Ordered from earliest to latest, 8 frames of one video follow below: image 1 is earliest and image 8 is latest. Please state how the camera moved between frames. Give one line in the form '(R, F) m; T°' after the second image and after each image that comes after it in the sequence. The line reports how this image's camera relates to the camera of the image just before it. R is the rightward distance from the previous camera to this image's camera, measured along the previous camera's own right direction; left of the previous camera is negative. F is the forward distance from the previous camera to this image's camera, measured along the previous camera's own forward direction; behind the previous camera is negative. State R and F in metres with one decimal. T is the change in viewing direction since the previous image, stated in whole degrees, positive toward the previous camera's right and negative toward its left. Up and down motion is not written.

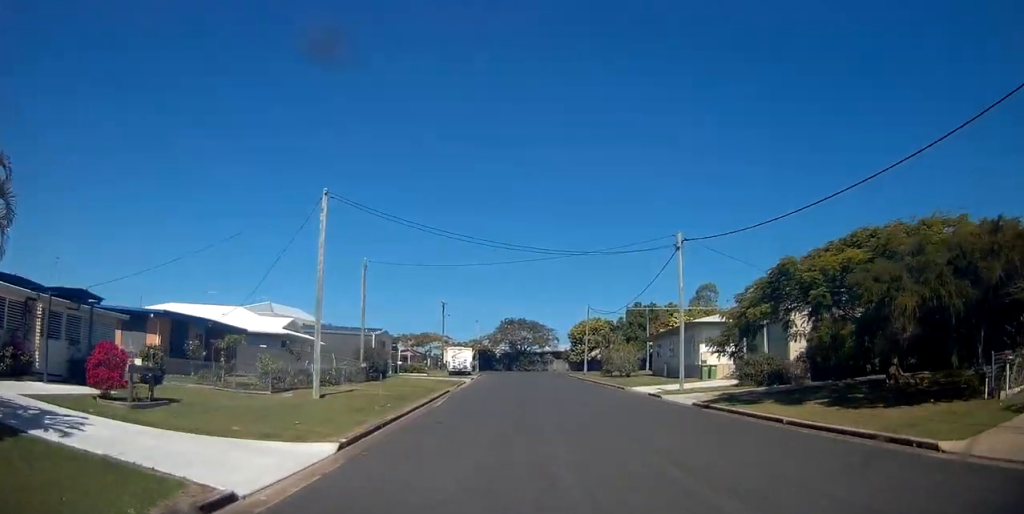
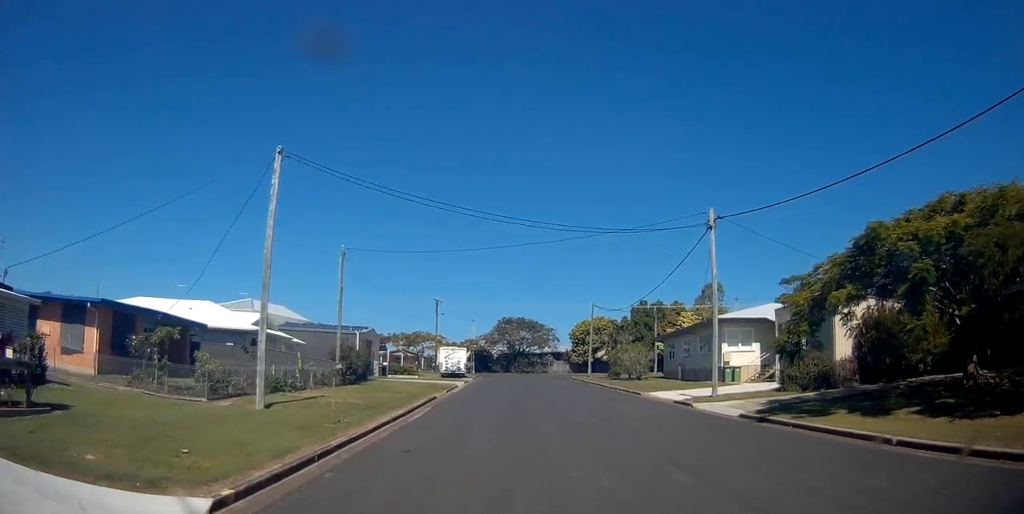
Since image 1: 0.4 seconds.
(-0.1, +5.0) m; 0°
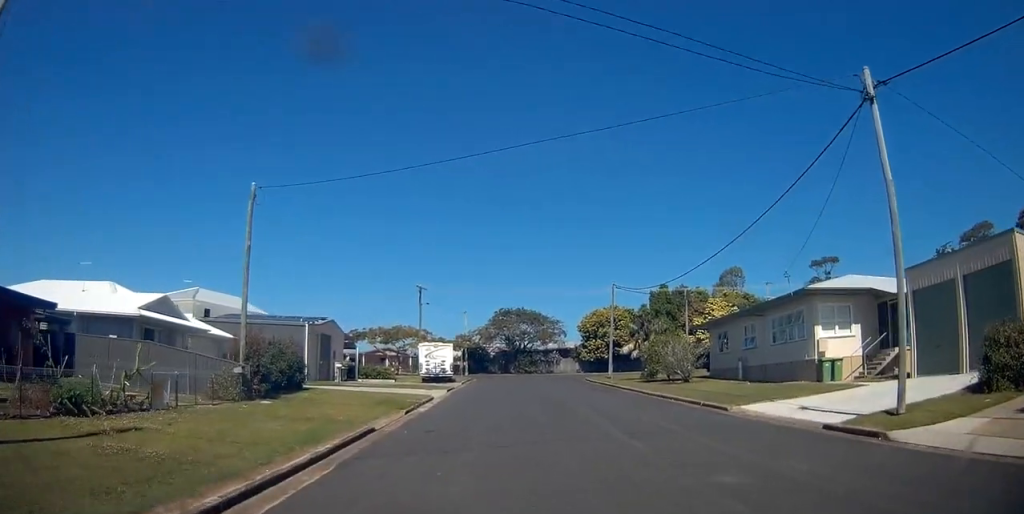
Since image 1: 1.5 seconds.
(-0.3, +12.3) m; 0°
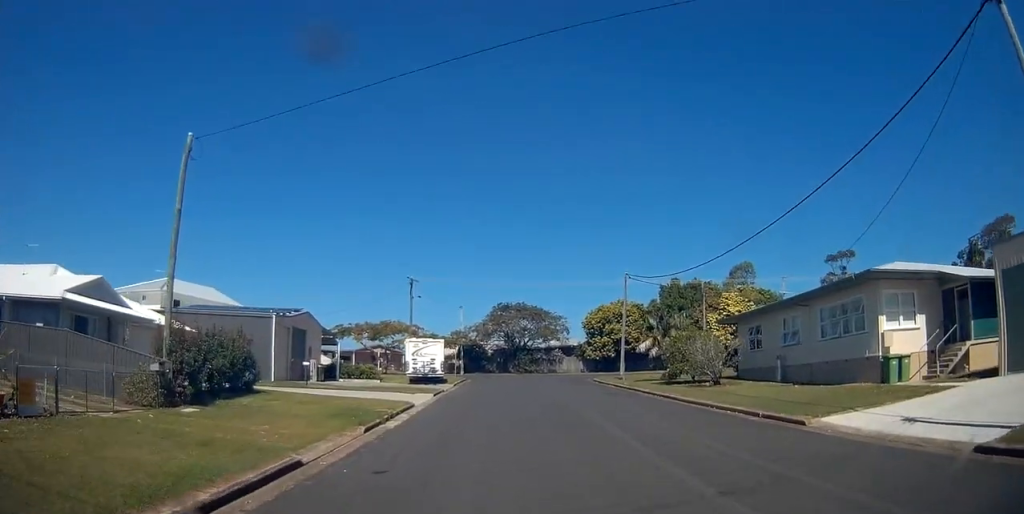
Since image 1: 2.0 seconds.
(+0.1, +5.2) m; +1°
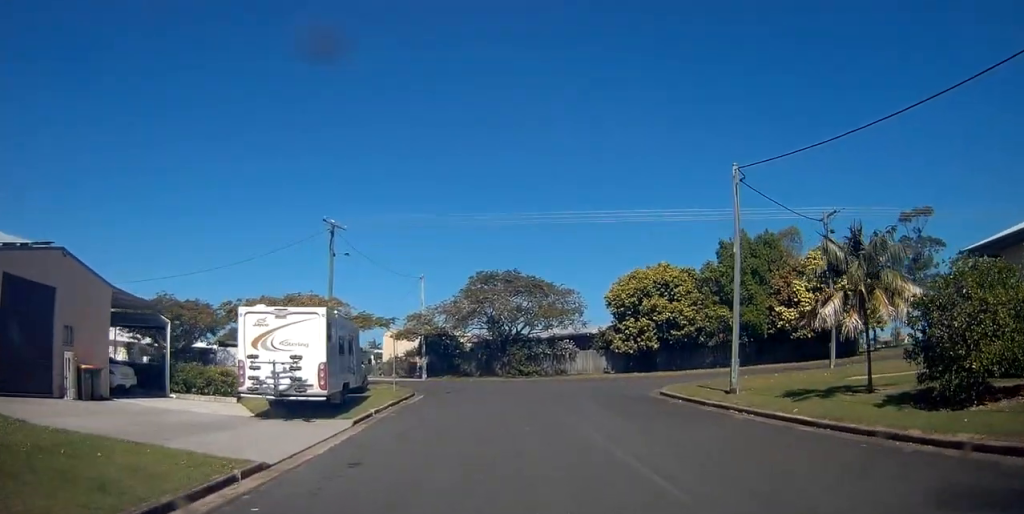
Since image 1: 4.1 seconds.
(-0.5, +22.1) m; -1°
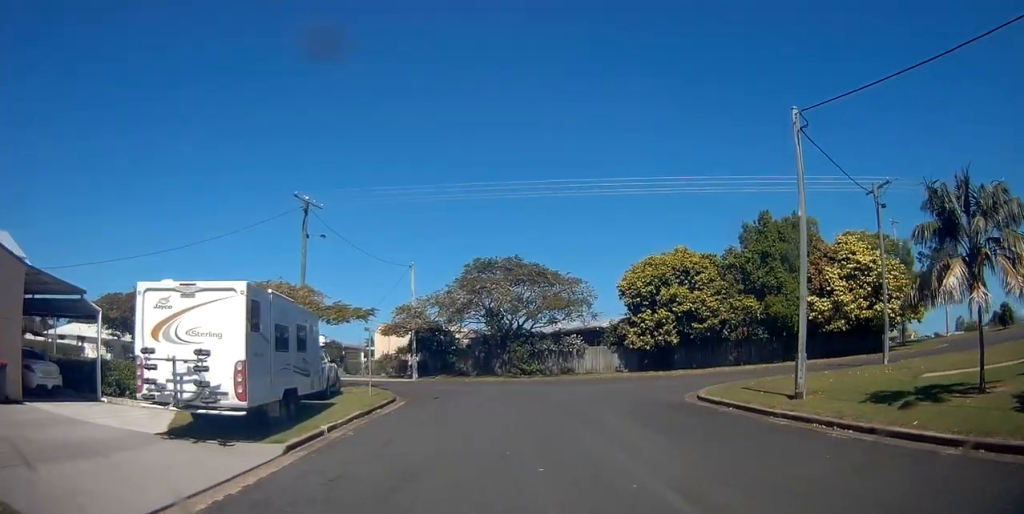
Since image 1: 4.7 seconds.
(+0.2, +4.4) m; 0°
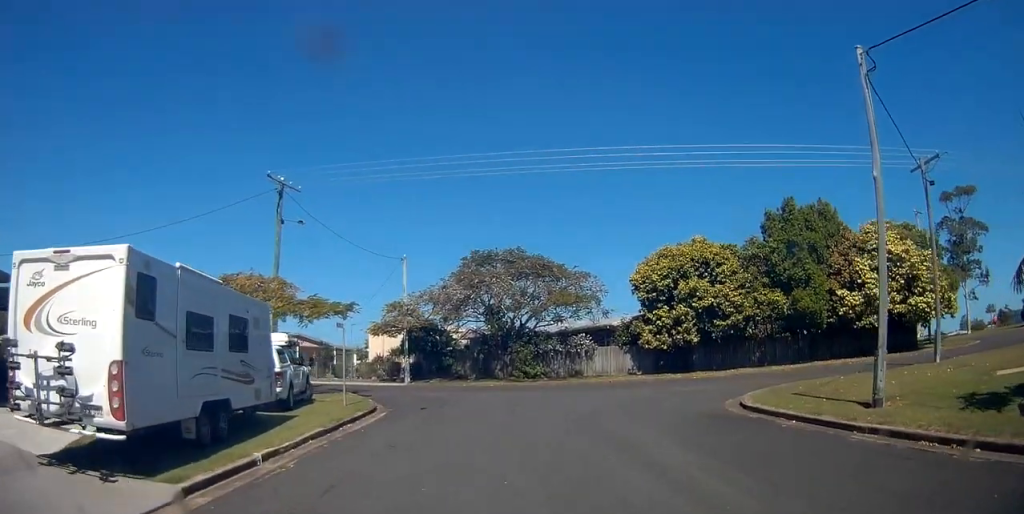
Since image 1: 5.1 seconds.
(+0.2, +3.7) m; 0°
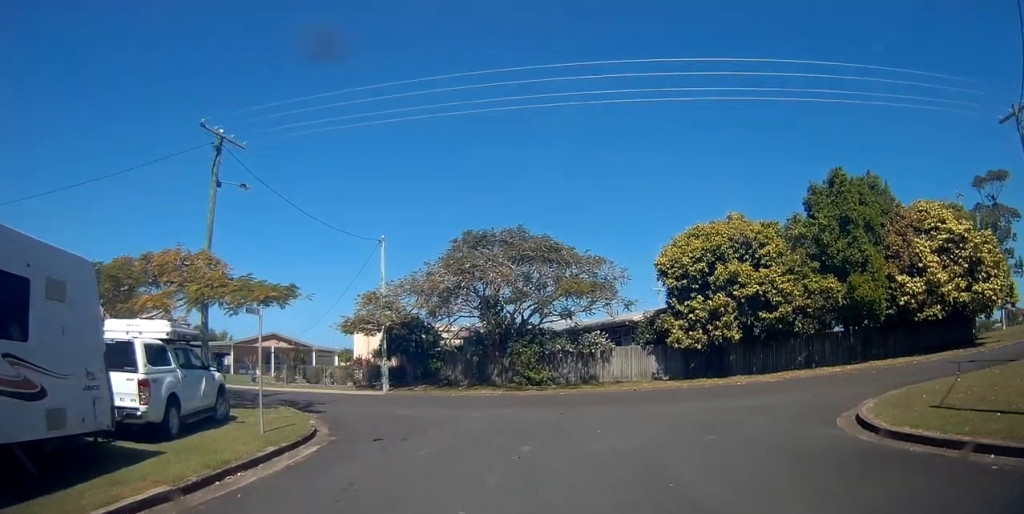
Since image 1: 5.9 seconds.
(-0.3, +6.2) m; -4°
